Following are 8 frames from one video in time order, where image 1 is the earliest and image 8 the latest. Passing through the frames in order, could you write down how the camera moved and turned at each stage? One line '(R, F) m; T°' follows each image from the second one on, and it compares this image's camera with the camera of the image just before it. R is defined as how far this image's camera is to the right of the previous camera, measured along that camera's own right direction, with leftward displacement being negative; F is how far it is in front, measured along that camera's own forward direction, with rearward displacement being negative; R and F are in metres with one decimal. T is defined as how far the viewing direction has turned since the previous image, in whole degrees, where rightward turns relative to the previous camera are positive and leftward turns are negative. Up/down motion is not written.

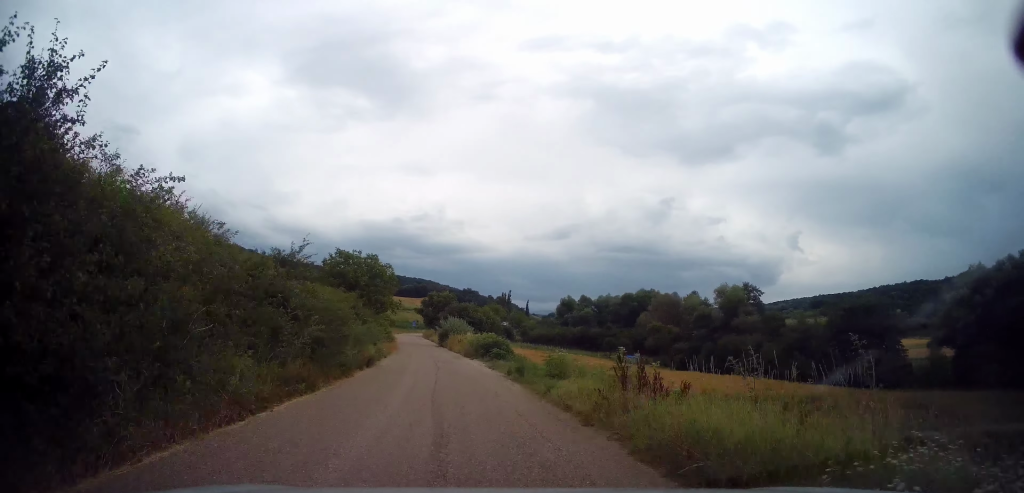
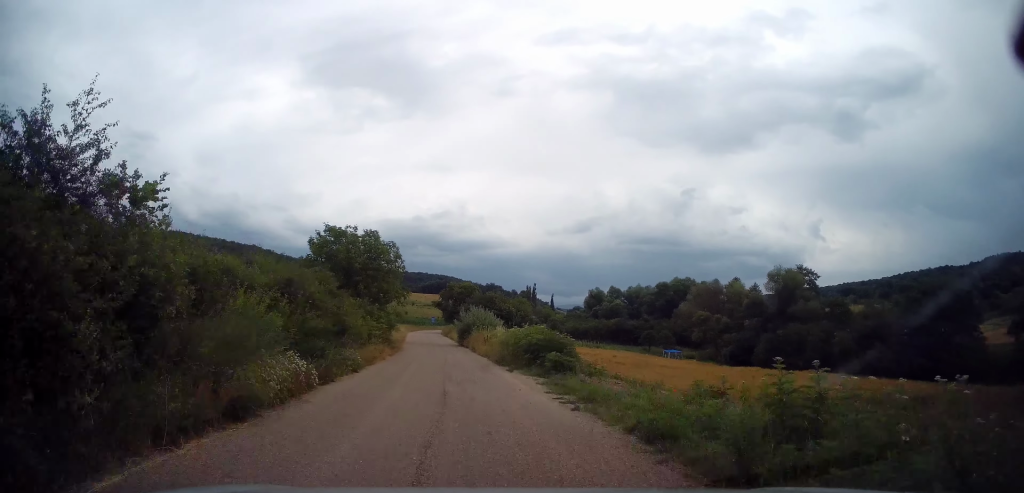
(-0.7, +12.0) m; -3°
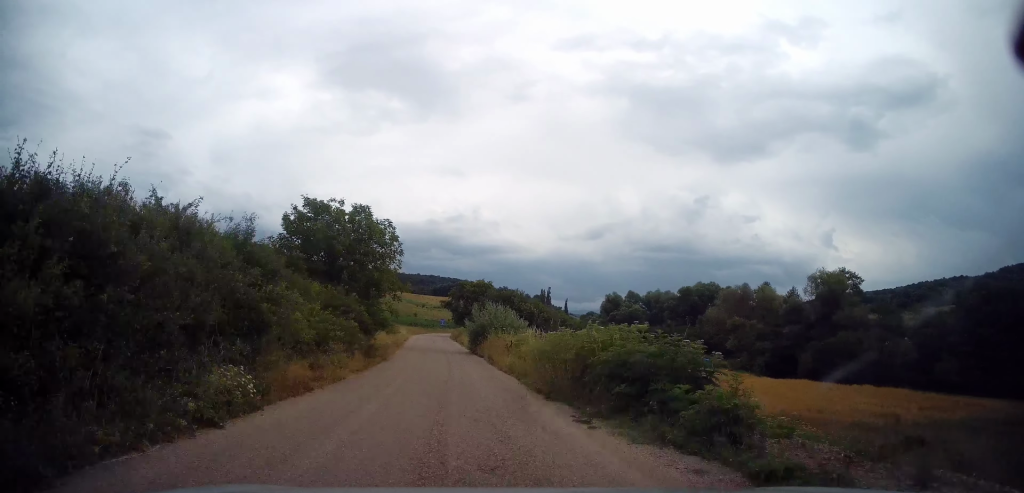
(-0.1, +9.2) m; -2°
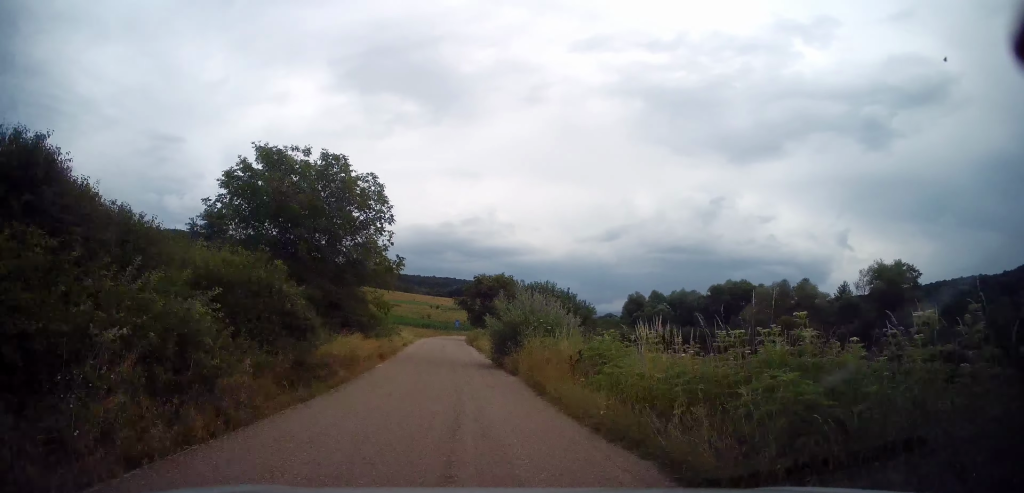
(+0.2, +10.4) m; -2°
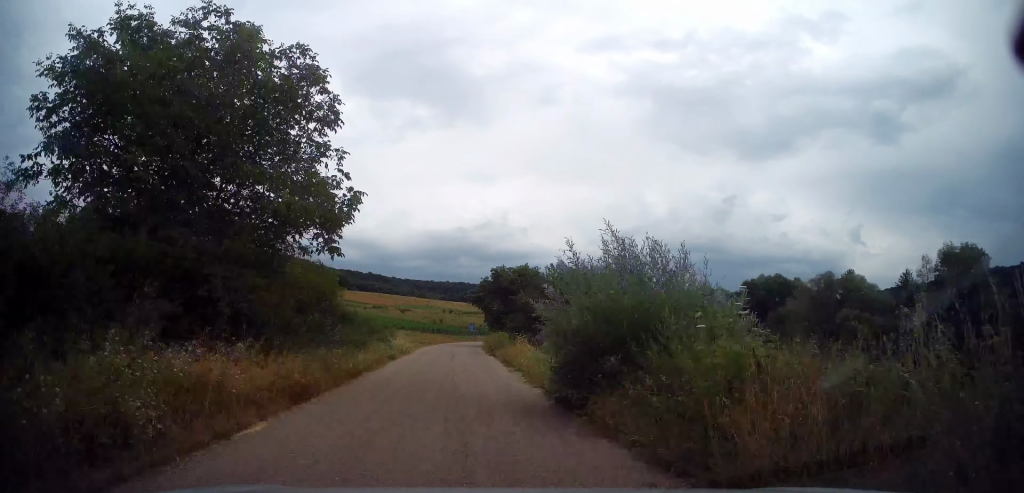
(-0.7, +11.5) m; -1°
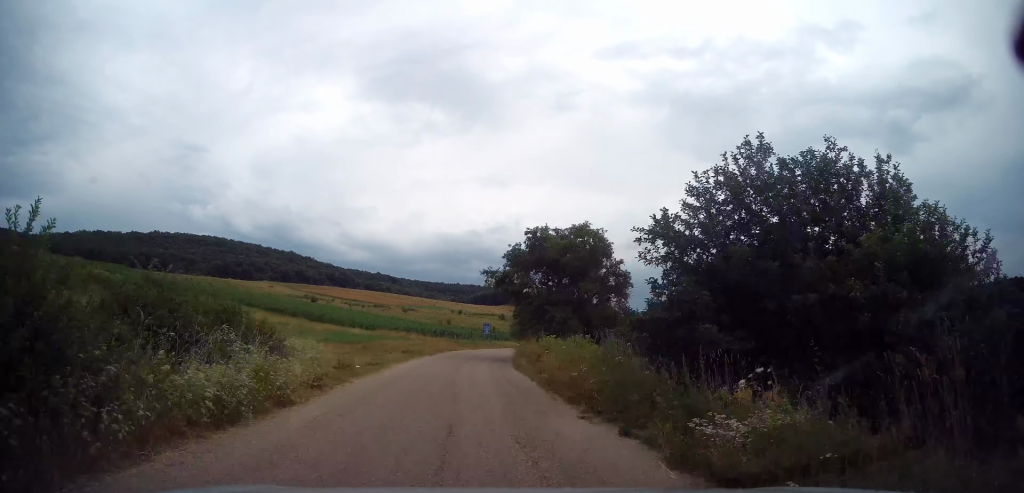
(+0.1, +22.0) m; +1°
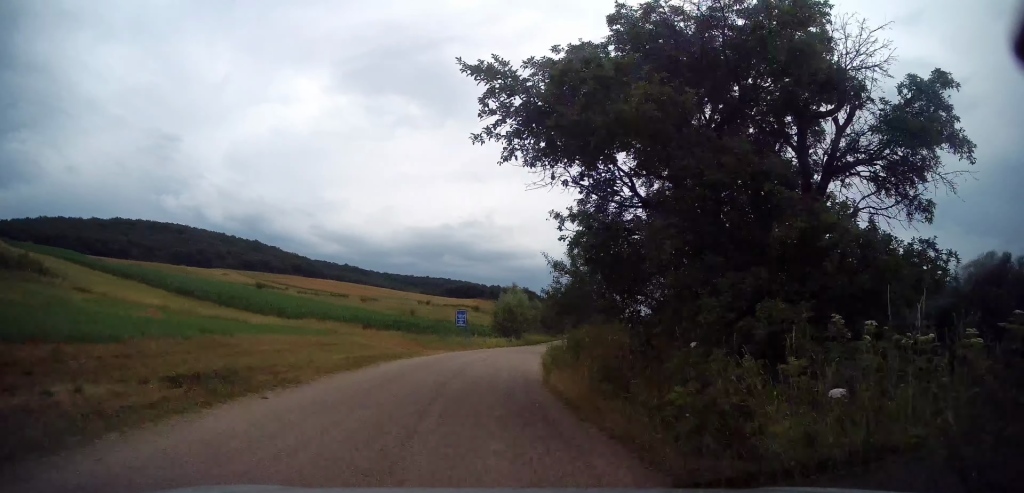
(+0.4, +23.2) m; +4°
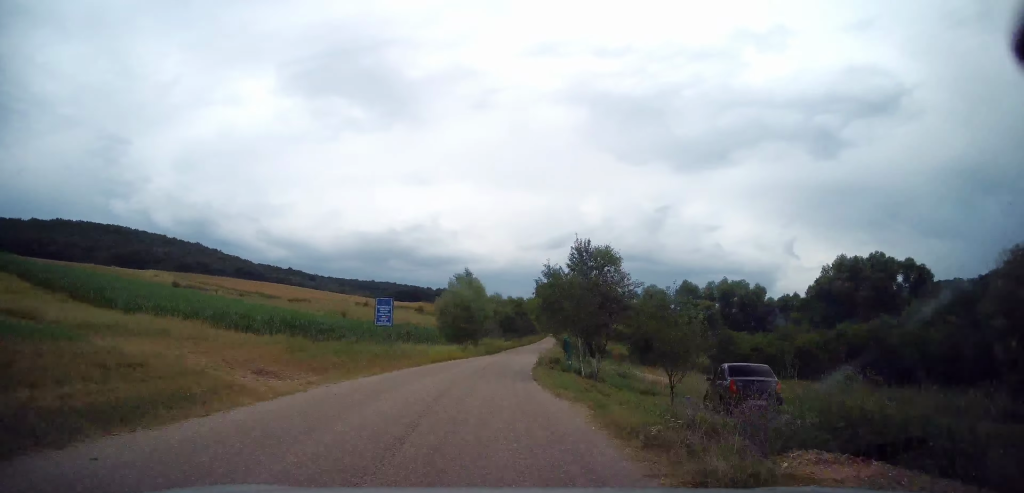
(+0.7, +17.5) m; +5°
